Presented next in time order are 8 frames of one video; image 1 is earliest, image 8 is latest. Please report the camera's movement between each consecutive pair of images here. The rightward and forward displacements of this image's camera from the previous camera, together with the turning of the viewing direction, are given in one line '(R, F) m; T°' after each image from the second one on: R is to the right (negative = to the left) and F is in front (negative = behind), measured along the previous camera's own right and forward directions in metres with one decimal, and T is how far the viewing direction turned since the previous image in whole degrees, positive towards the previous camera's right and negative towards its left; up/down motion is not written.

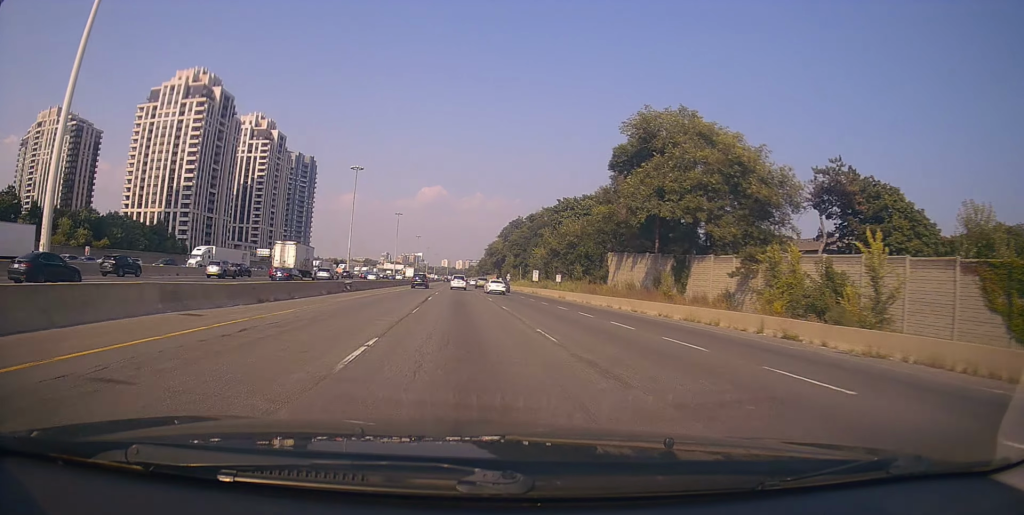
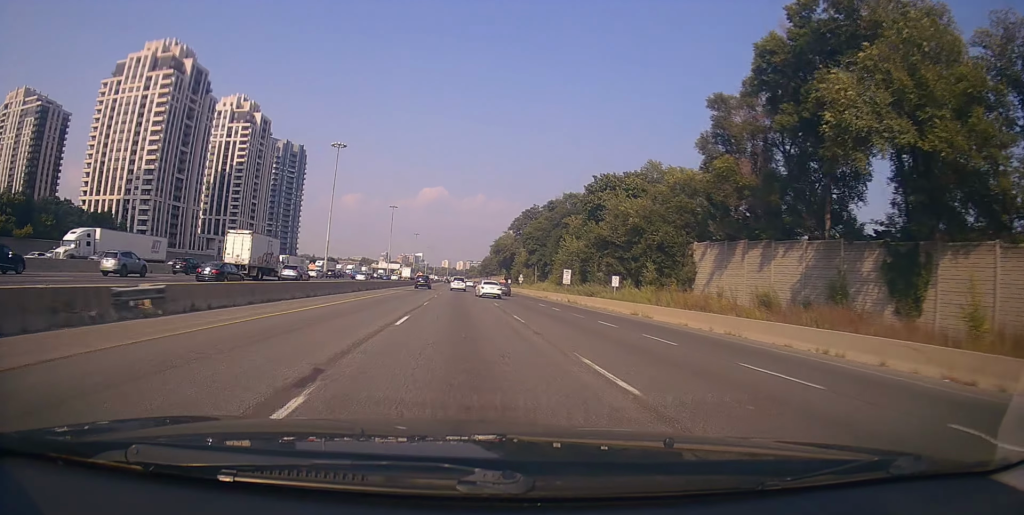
(-0.4, +28.6) m; 0°
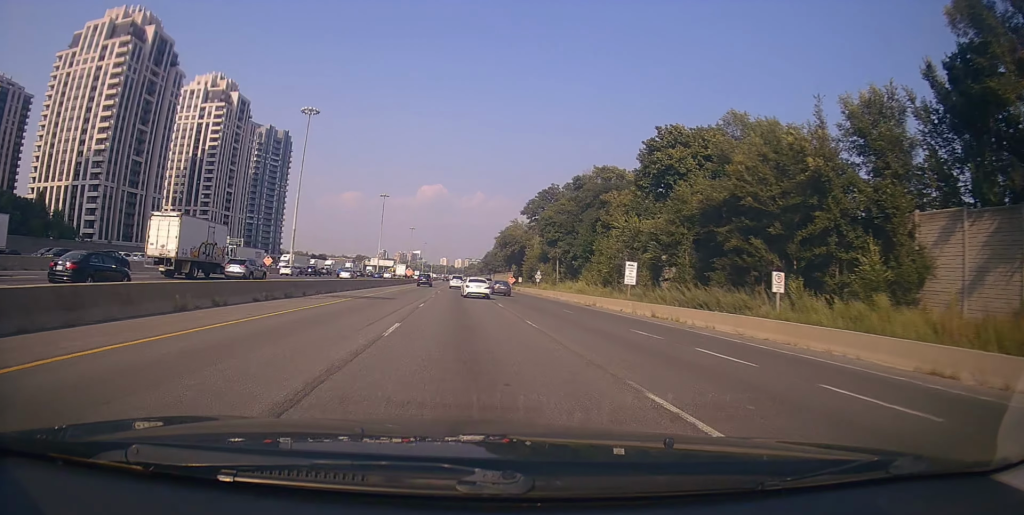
(+0.4, +27.5) m; 0°
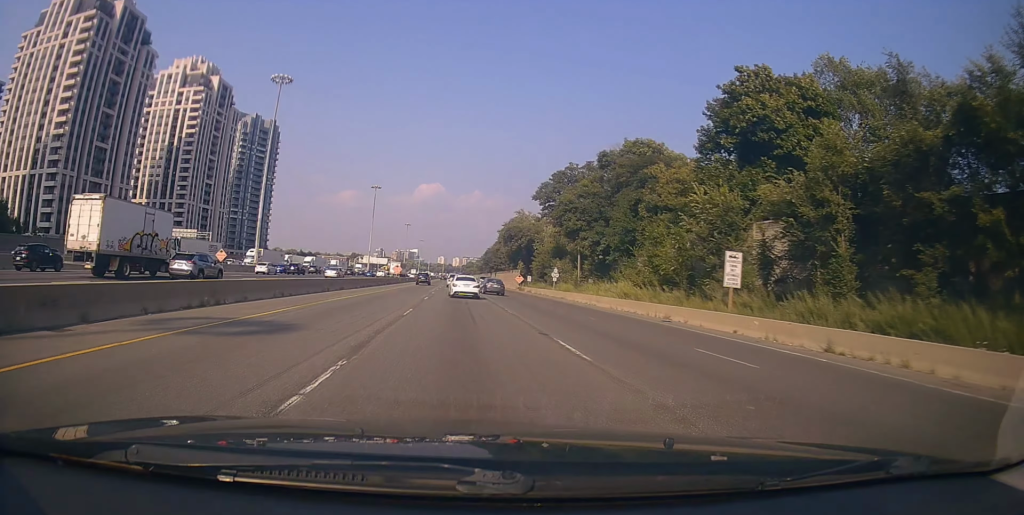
(-0.3, +18.5) m; -1°
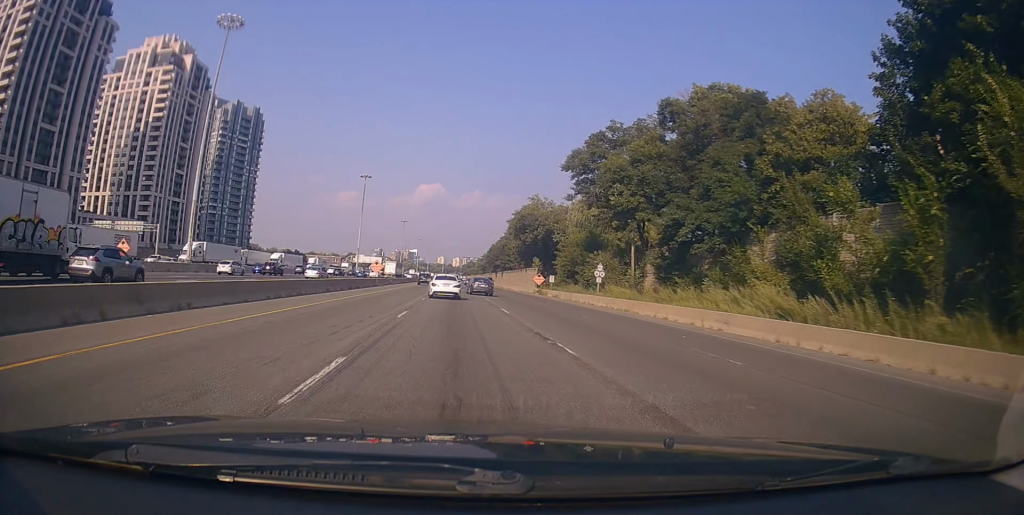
(-0.2, +24.5) m; +1°
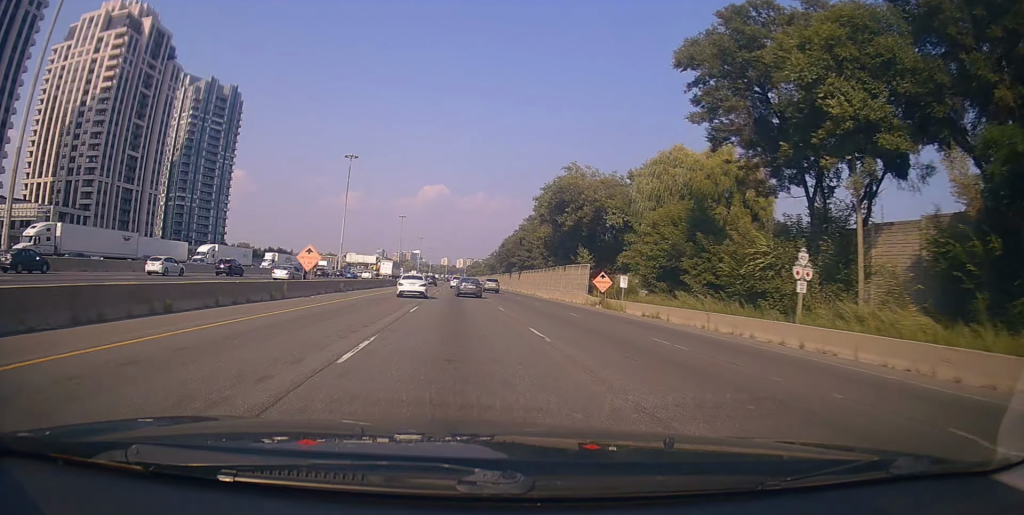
(+0.7, +32.9) m; +1°
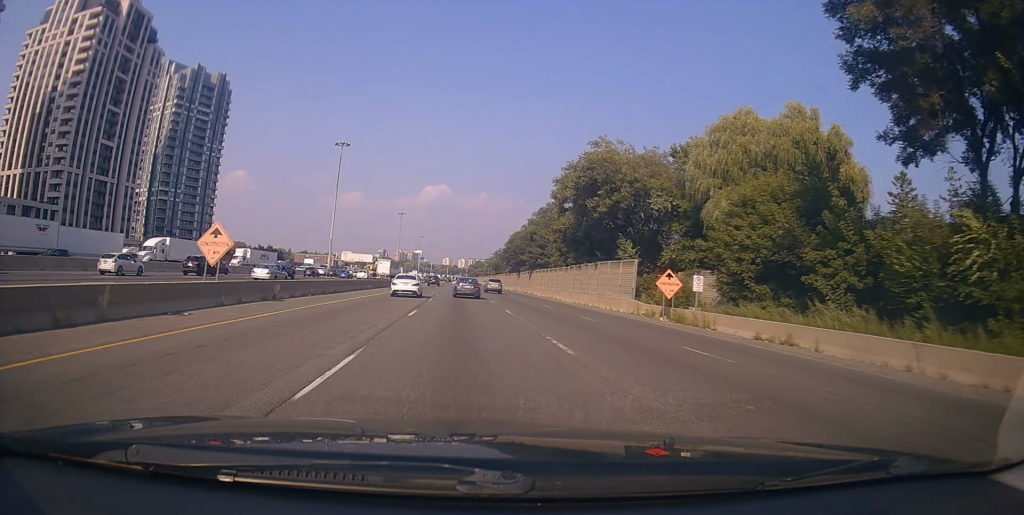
(-0.1, +14.1) m; 0°
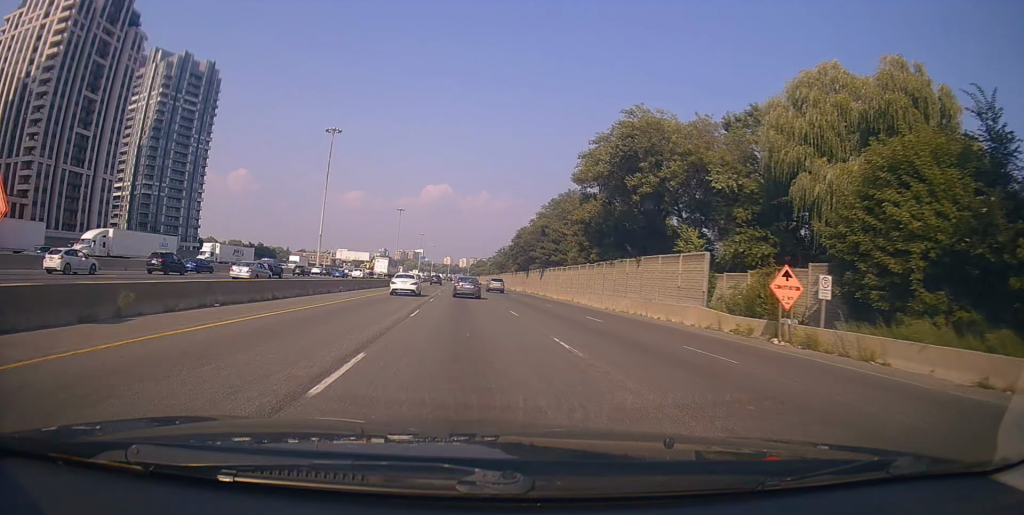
(0.0, +11.9) m; -1°
